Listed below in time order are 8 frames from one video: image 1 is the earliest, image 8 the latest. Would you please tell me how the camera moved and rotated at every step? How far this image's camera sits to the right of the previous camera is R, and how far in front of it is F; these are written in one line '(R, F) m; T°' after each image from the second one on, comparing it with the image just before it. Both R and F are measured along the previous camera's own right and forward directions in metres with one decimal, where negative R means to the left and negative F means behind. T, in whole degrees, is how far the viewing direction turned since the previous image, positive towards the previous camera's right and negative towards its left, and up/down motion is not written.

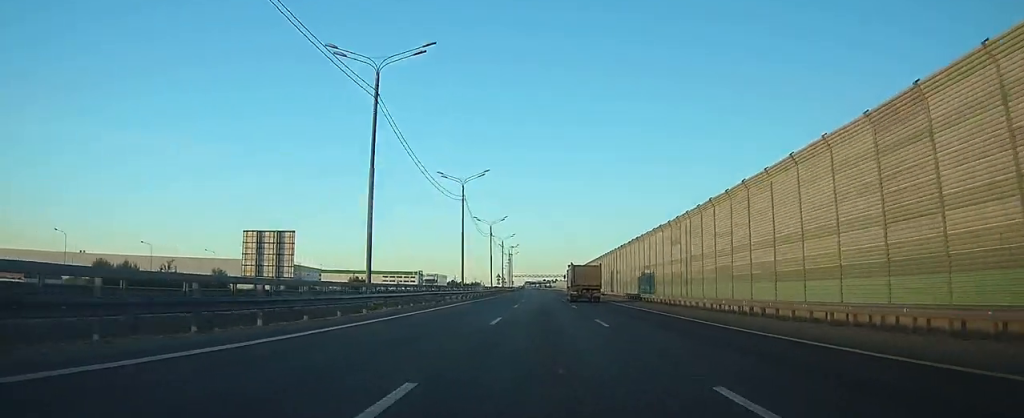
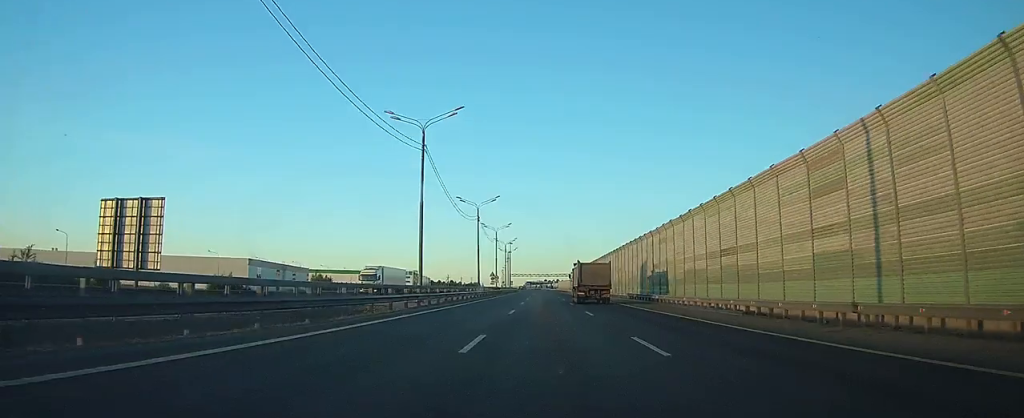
(0.0, +25.7) m; 0°
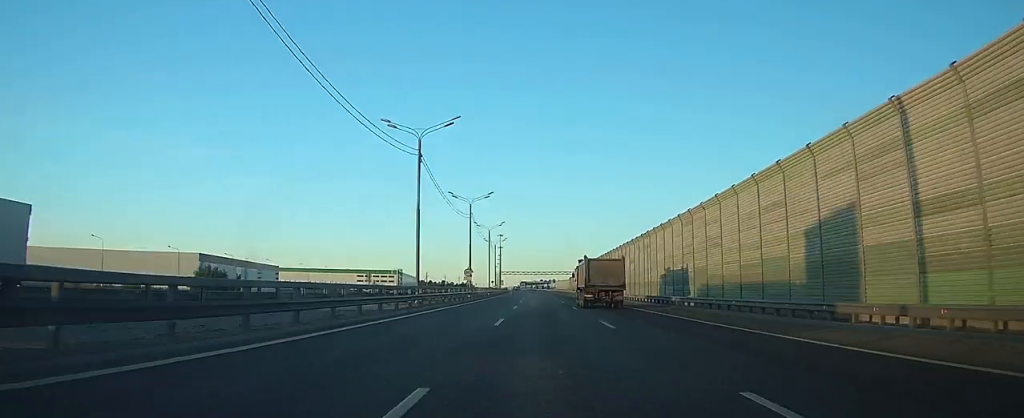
(+0.2, +43.6) m; +1°
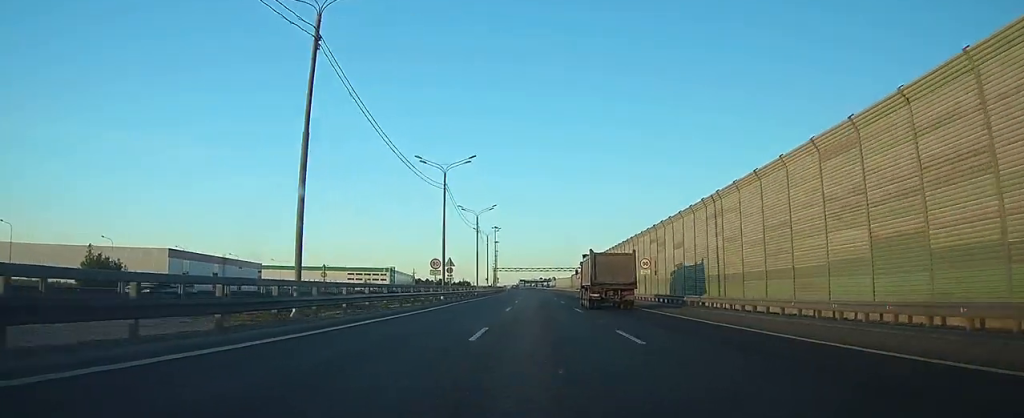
(+0.3, +24.0) m; 0°
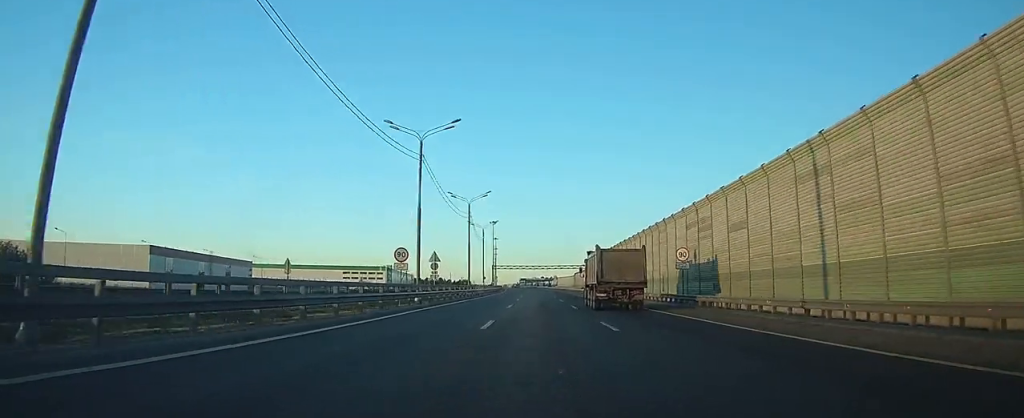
(+0.4, +13.9) m; -1°
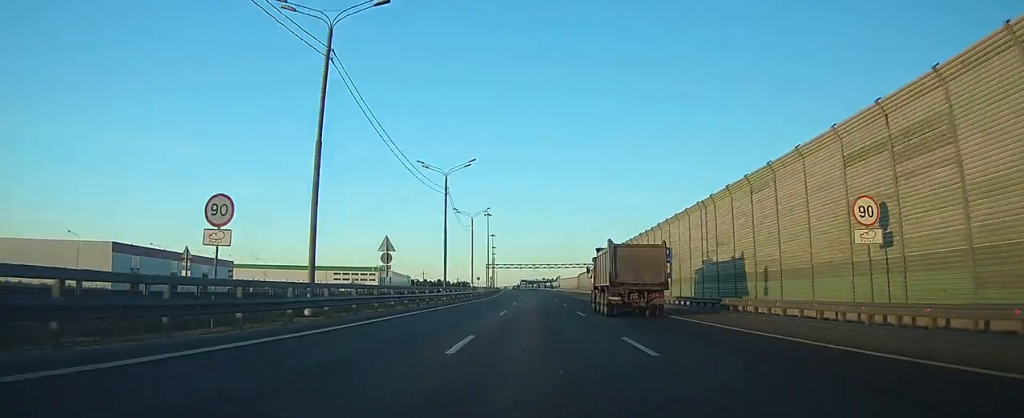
(-1.0, +20.2) m; -1°
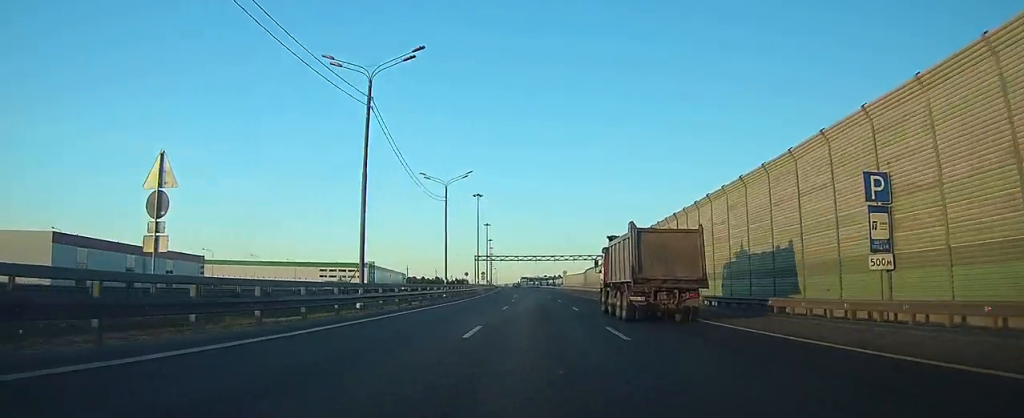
(+0.2, +26.5) m; 0°
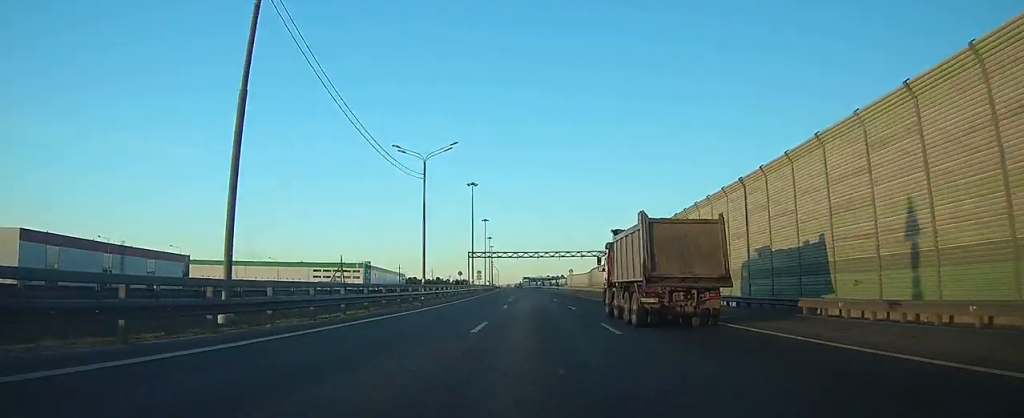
(0.0, +13.4) m; 0°
